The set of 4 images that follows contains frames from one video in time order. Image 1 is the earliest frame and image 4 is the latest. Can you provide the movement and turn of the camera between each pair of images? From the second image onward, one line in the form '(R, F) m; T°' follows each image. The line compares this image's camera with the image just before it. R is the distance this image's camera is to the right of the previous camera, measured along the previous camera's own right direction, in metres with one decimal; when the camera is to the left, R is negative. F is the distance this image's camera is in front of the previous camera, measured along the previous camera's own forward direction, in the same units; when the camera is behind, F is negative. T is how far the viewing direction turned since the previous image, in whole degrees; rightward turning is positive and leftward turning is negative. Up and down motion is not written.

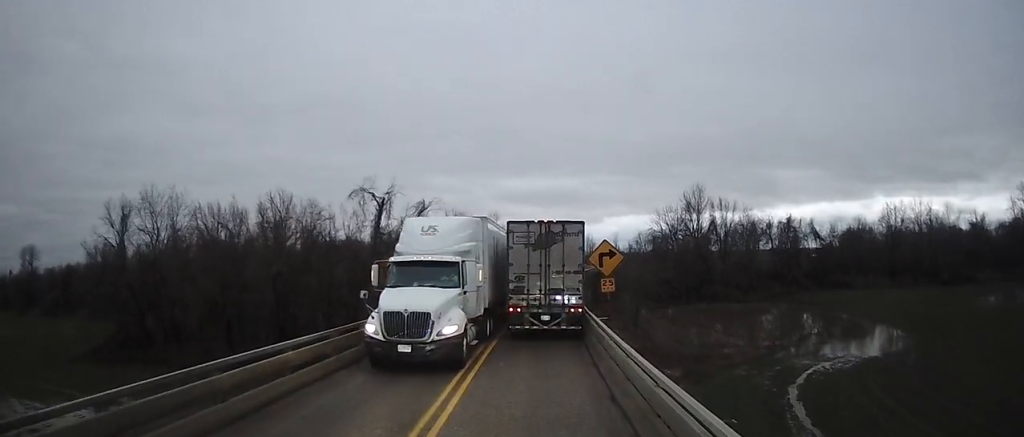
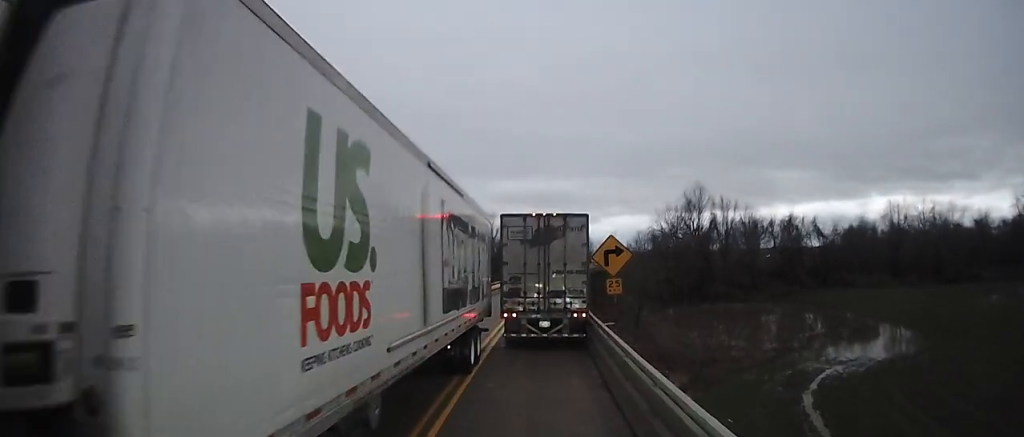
(0.0, +2.3) m; 0°
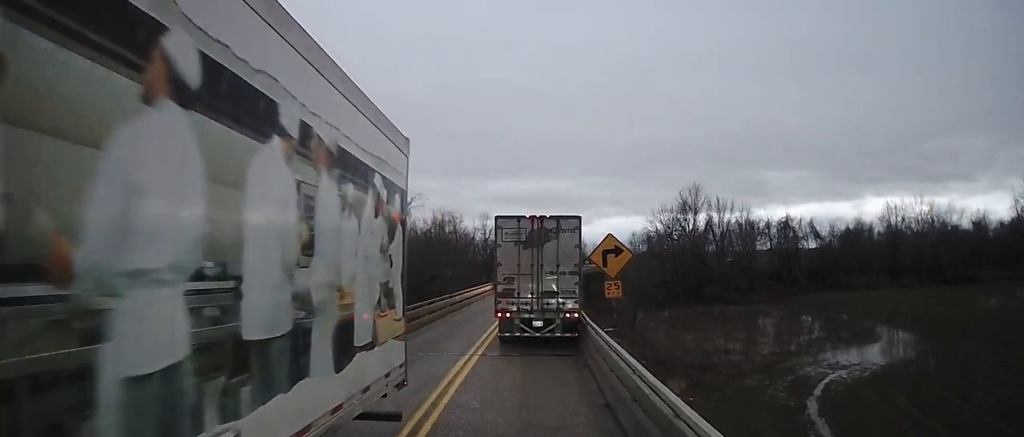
(0.0, +1.4) m; 0°
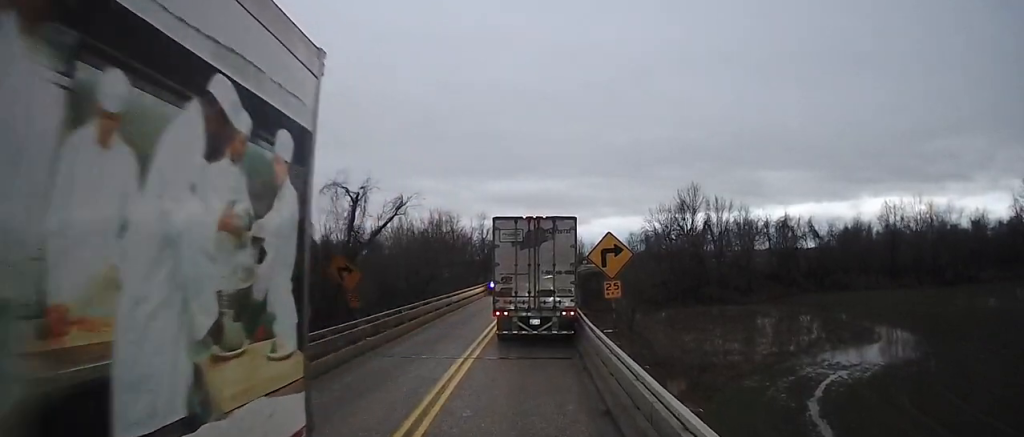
(0.0, +0.5) m; 0°
